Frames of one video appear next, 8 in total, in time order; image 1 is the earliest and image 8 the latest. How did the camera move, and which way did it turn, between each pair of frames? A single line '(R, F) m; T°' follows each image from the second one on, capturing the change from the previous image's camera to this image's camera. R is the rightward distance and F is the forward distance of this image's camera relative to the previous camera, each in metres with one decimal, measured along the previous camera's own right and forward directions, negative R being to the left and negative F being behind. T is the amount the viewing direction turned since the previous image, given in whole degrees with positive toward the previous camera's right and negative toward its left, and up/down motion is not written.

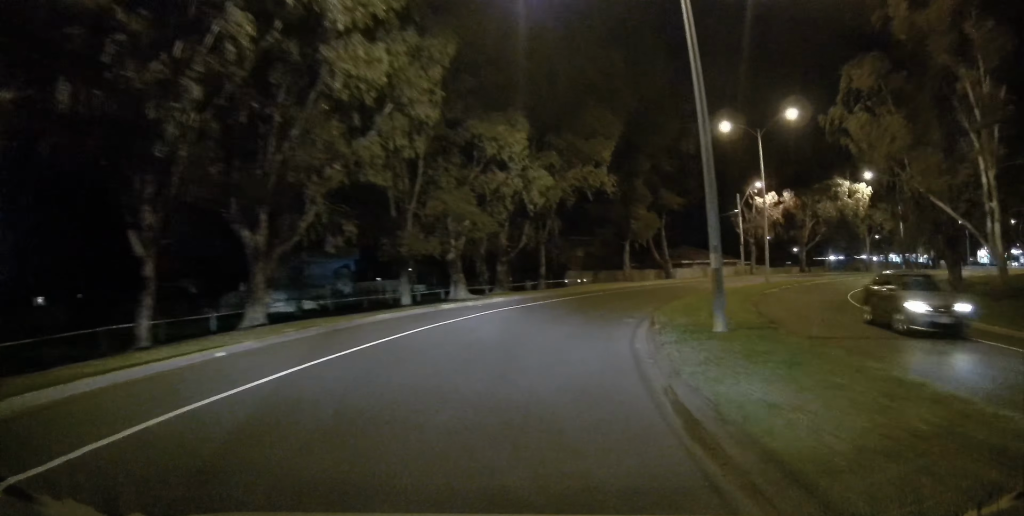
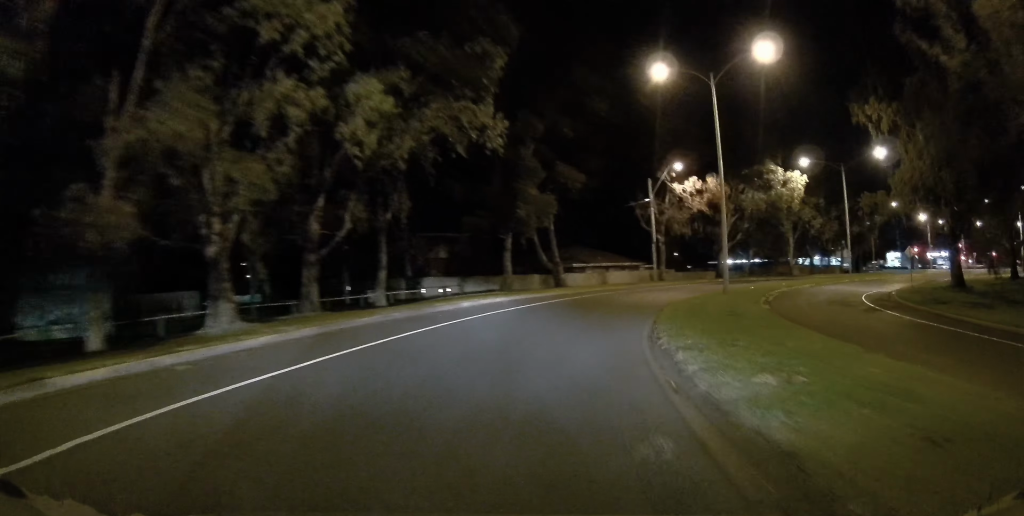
(-1.7, +14.6) m; -11°
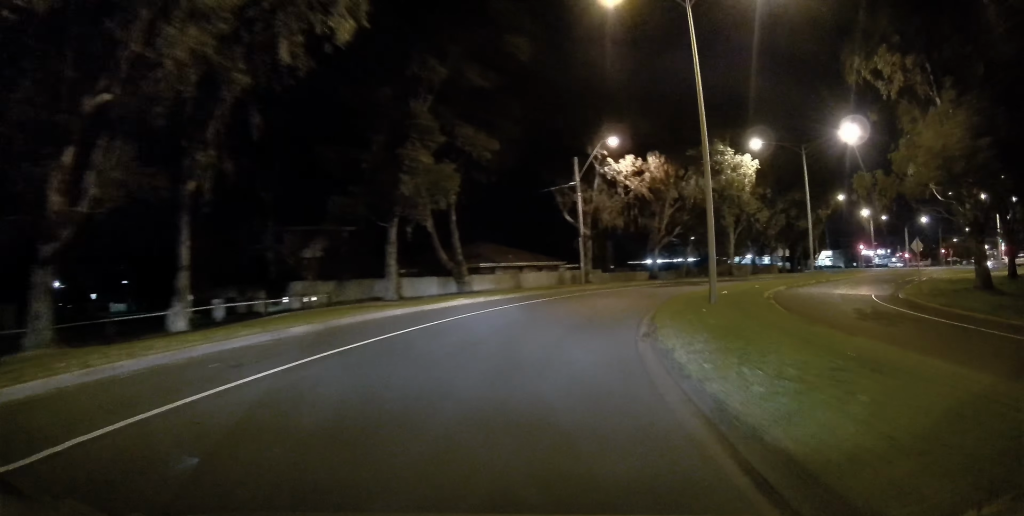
(-0.5, +11.5) m; -9°
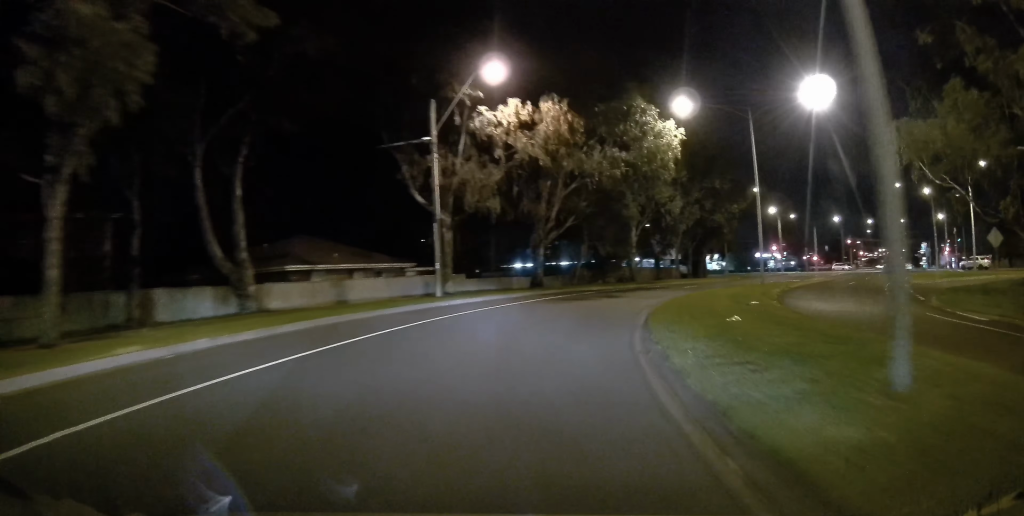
(-2.7, +19.2) m; -13°
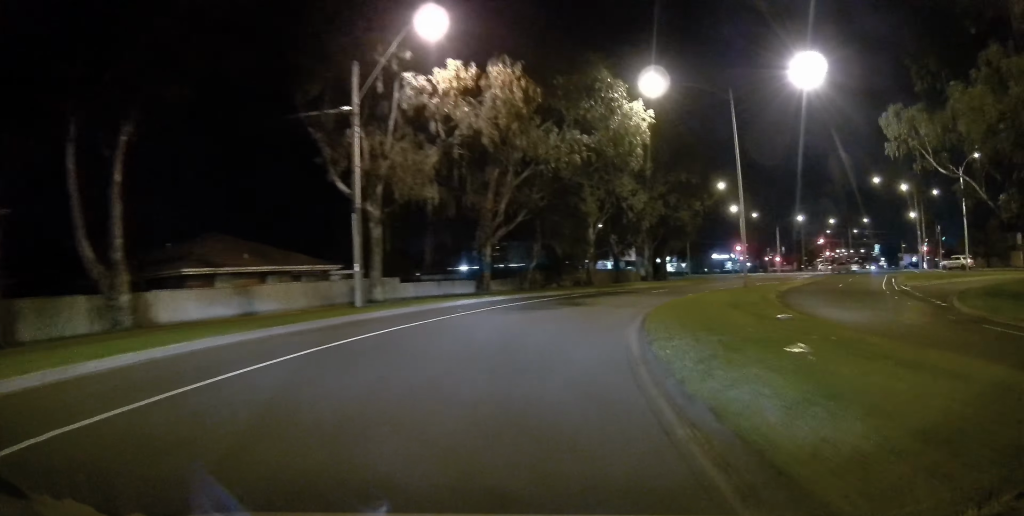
(+0.3, +7.6) m; -5°
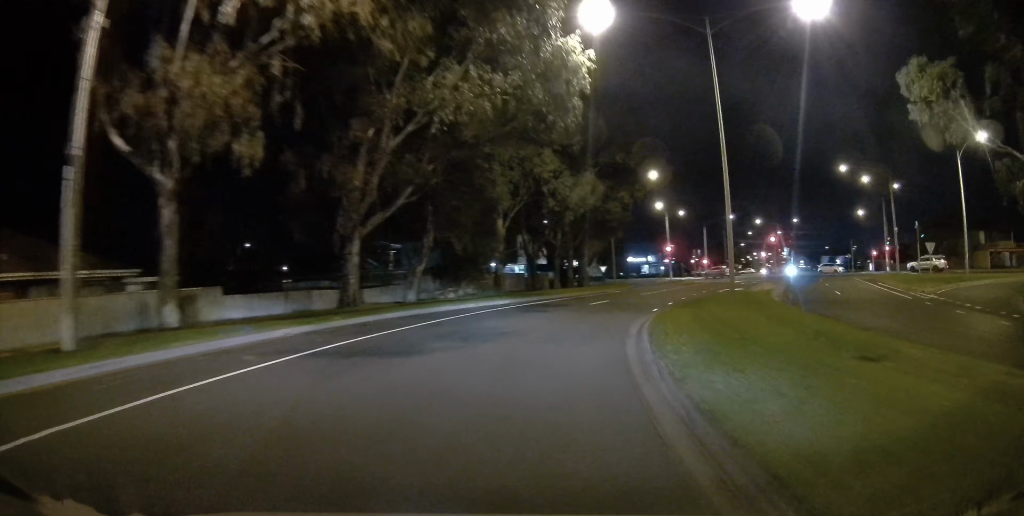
(-2.0, +13.4) m; -14°
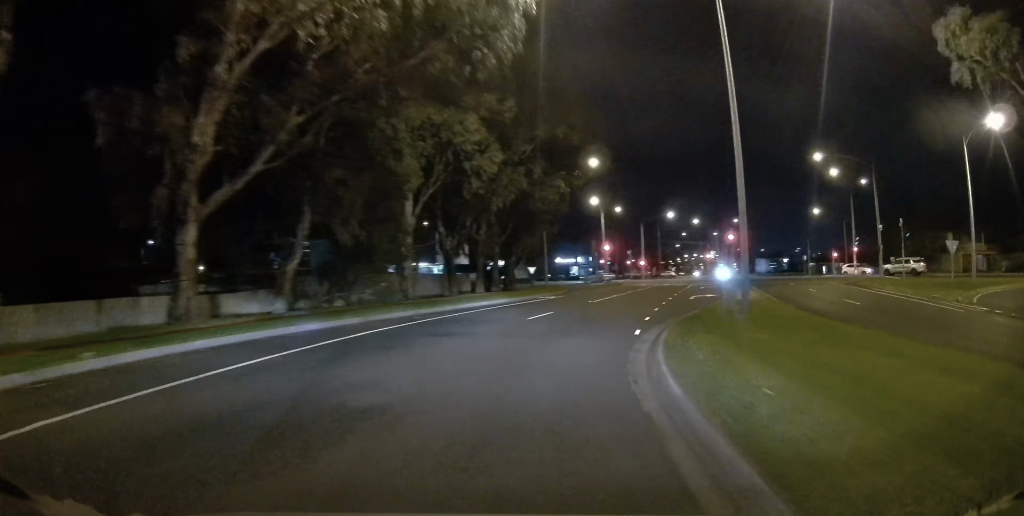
(-0.6, +9.0) m; -10°
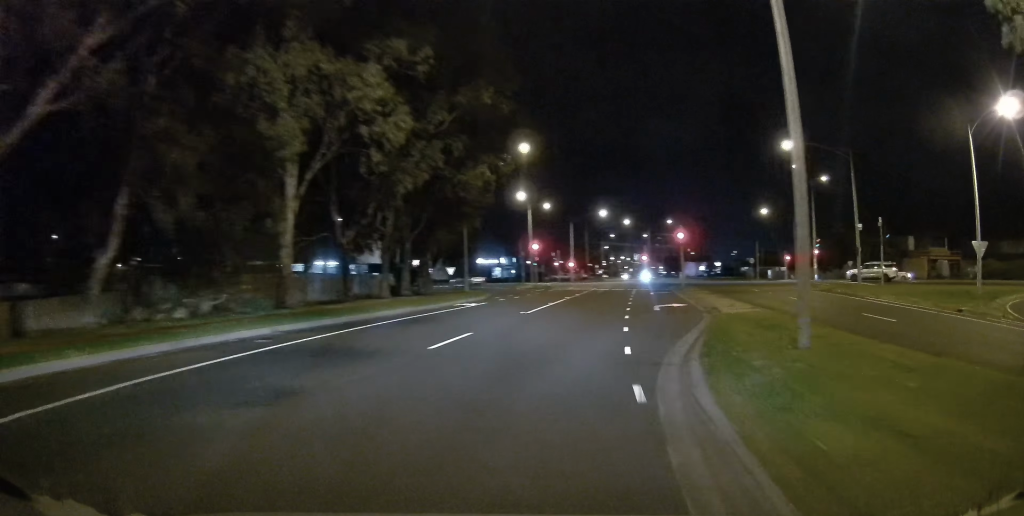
(-0.8, +6.9) m; -9°
